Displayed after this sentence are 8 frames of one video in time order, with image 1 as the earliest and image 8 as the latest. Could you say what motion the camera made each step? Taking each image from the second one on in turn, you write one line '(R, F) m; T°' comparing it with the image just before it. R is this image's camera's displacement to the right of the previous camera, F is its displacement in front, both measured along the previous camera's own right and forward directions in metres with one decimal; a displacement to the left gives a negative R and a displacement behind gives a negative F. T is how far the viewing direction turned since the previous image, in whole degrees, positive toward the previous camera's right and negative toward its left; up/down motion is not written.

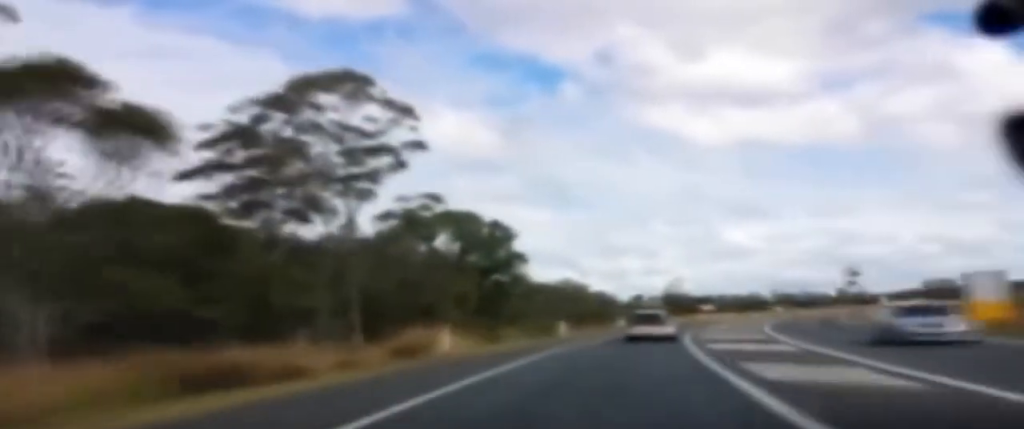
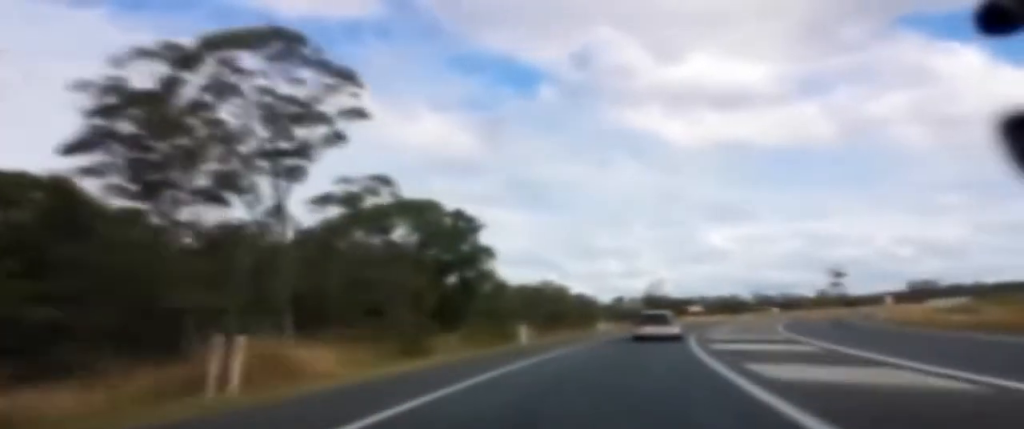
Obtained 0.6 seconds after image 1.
(0.0, +12.4) m; +1°
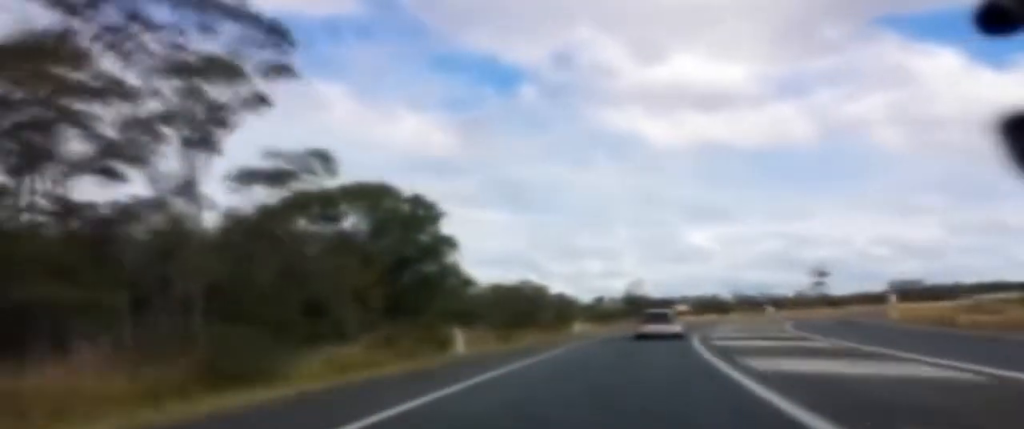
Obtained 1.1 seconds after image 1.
(-0.2, +11.2) m; +2°
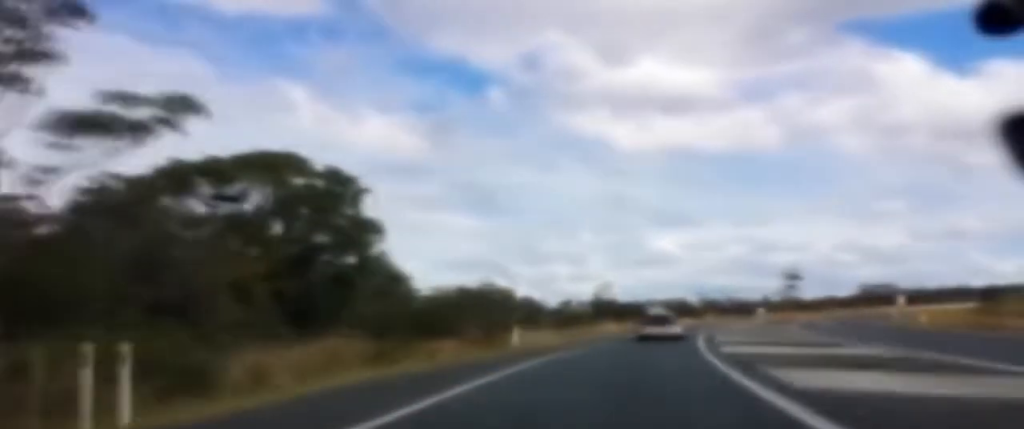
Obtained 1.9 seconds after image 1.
(+0.6, +16.1) m; +3°
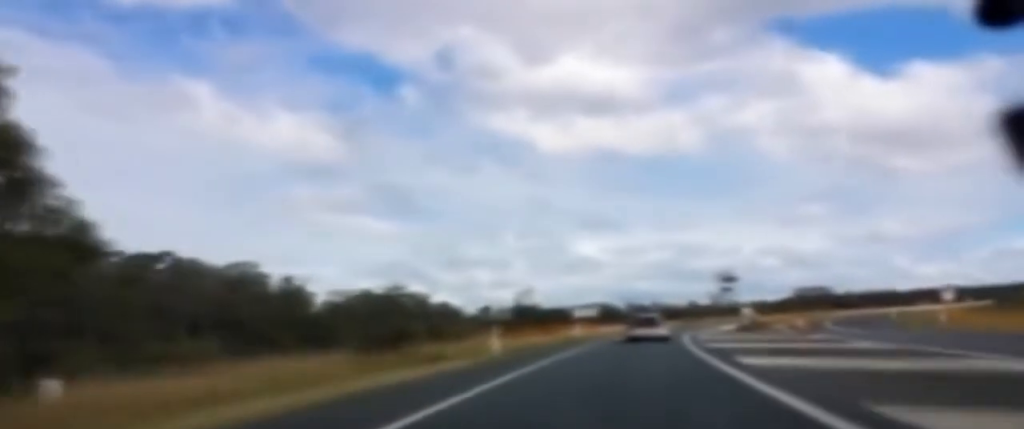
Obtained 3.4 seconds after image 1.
(+1.1, +31.6) m; +2°
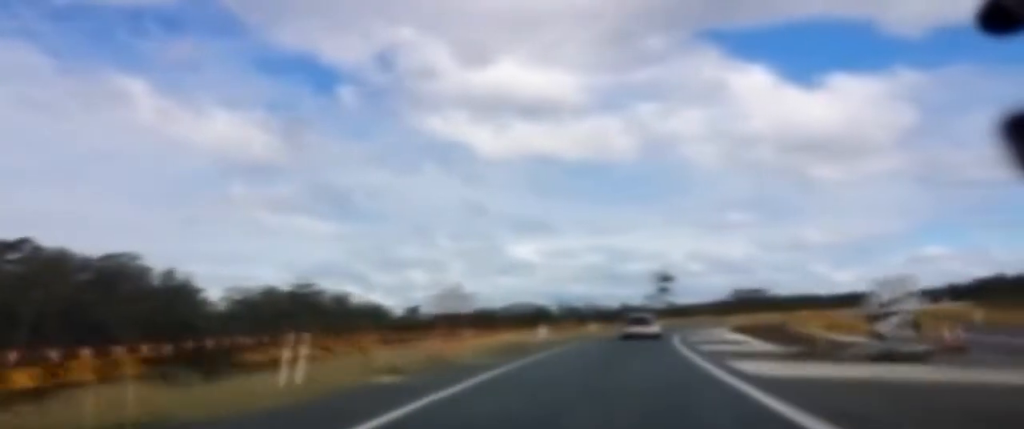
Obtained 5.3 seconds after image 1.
(-0.3, +40.0) m; +5°
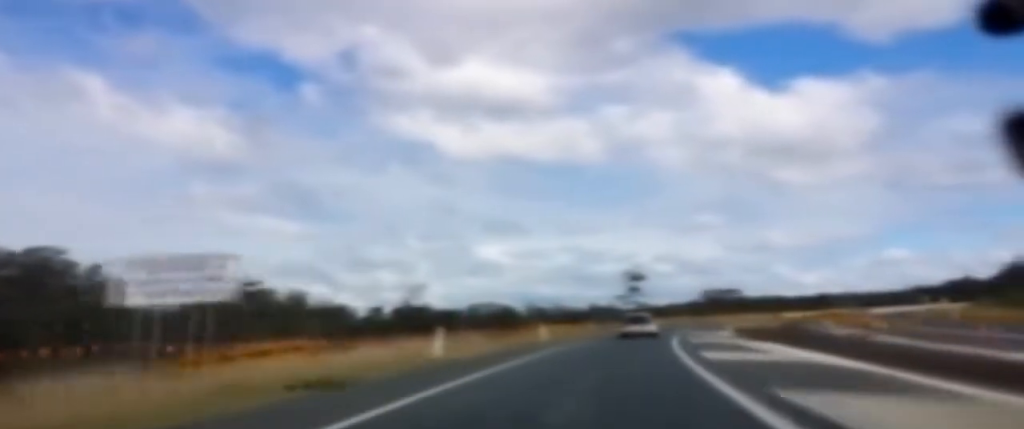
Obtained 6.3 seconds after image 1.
(+2.0, +18.8) m; +6°
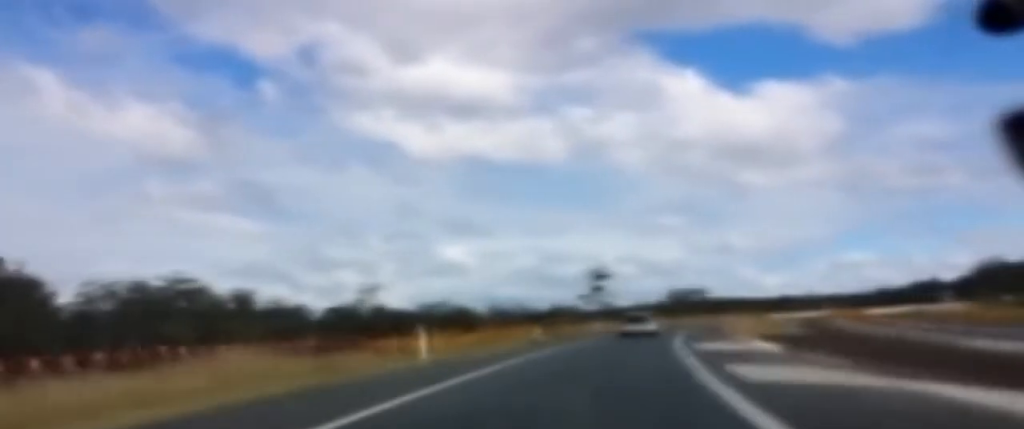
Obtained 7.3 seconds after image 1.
(+0.3, +20.7) m; 0°
